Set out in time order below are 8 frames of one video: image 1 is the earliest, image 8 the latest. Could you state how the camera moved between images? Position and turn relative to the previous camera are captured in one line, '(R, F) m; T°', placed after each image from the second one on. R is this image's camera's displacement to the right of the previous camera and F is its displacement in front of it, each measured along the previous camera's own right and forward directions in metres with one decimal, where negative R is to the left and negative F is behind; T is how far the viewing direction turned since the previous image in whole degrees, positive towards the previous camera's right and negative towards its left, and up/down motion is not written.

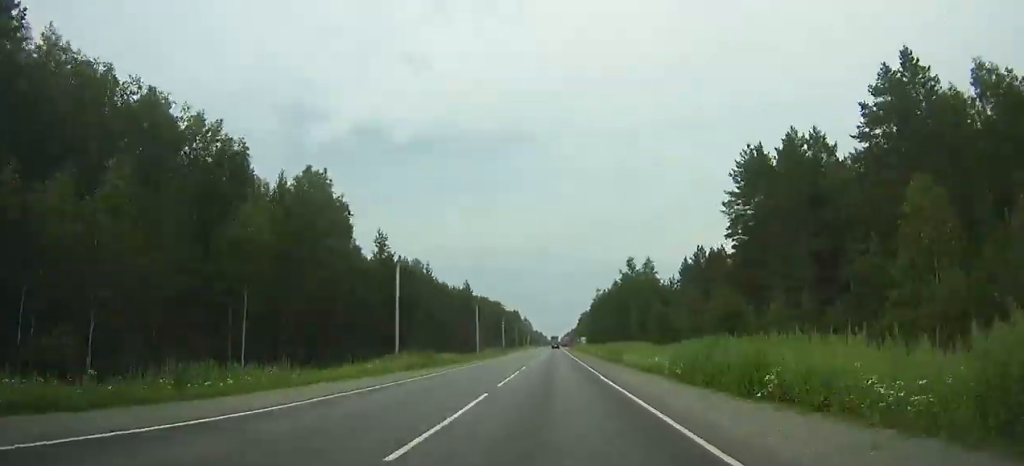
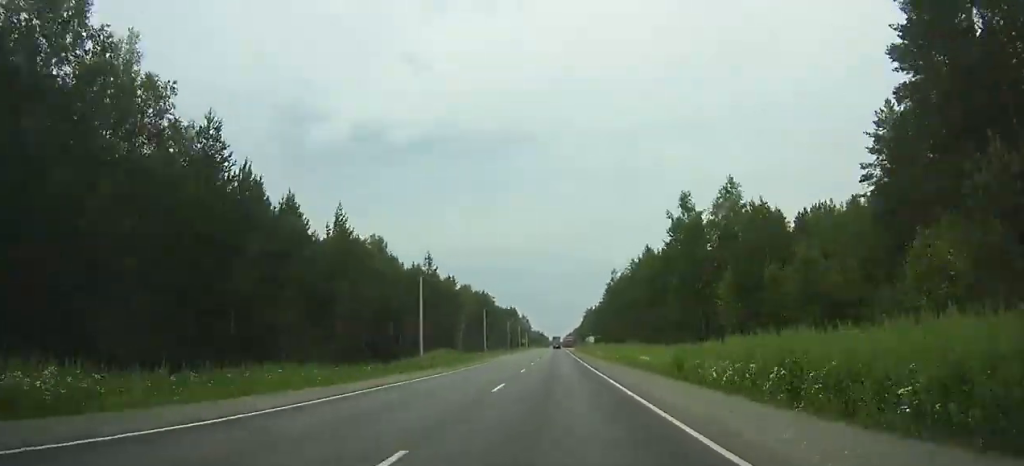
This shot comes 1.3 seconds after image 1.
(-0.2, +38.3) m; 0°
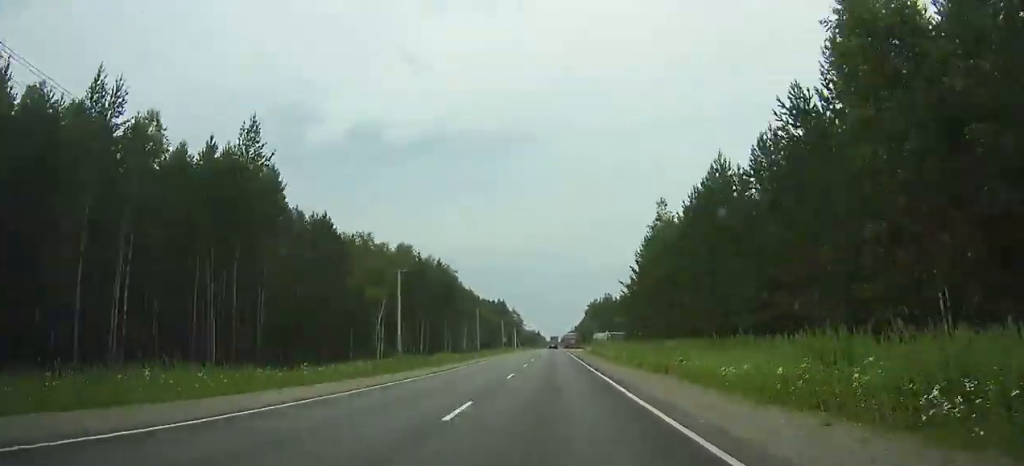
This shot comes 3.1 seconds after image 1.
(+0.2, +51.6) m; 0°
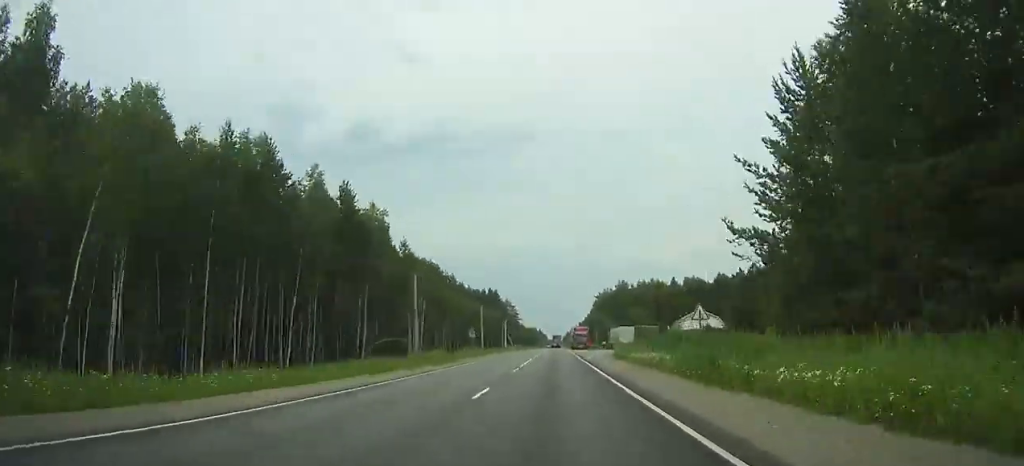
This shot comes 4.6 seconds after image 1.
(+0.2, +42.7) m; 0°
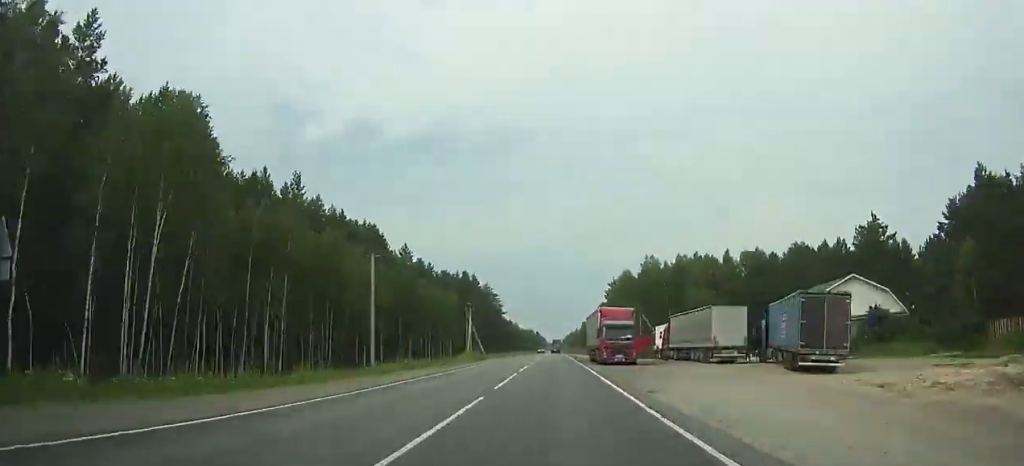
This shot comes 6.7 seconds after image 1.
(-0.2, +59.3) m; 0°
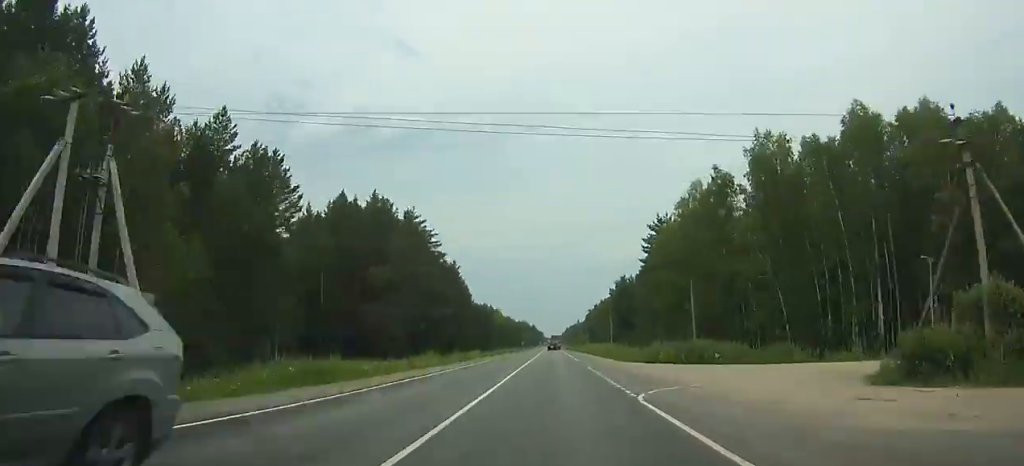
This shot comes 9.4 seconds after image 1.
(-0.2, +78.8) m; 0°
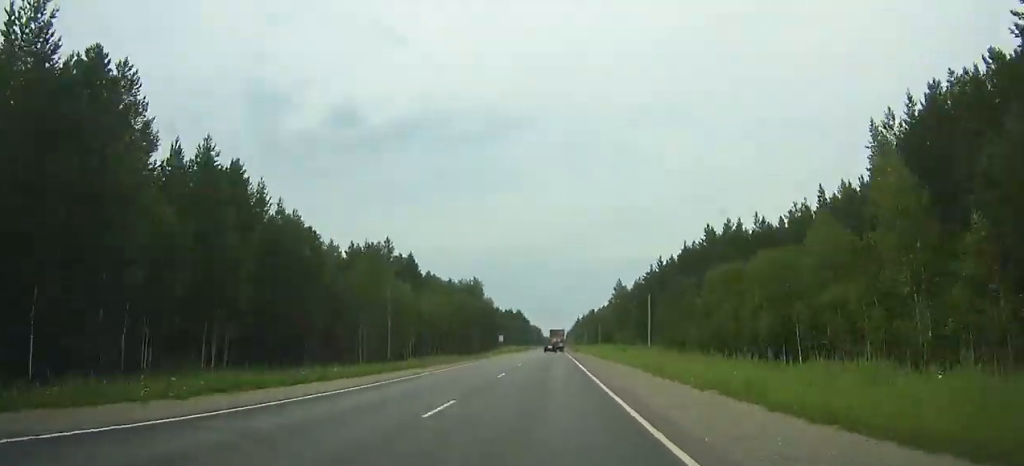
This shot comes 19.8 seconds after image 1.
(+0.7, +304.4) m; 0°
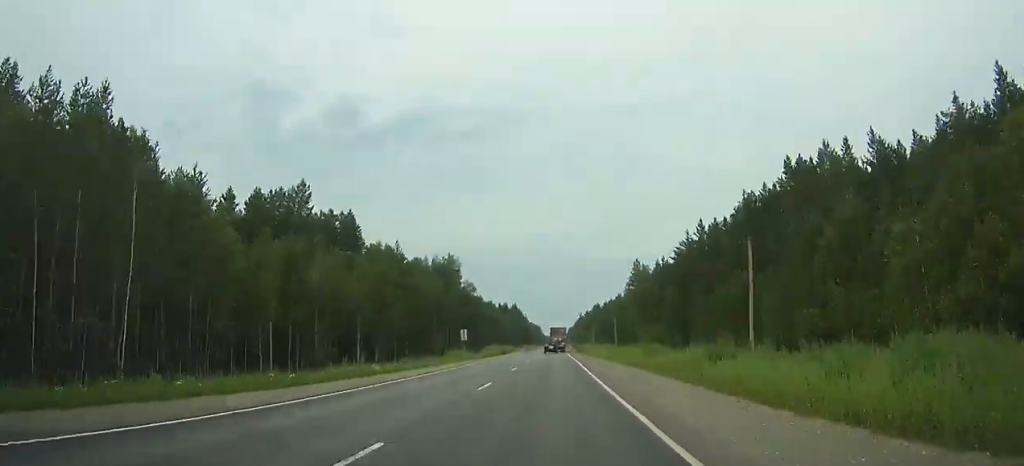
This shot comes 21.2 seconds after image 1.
(0.0, +40.5) m; 0°
